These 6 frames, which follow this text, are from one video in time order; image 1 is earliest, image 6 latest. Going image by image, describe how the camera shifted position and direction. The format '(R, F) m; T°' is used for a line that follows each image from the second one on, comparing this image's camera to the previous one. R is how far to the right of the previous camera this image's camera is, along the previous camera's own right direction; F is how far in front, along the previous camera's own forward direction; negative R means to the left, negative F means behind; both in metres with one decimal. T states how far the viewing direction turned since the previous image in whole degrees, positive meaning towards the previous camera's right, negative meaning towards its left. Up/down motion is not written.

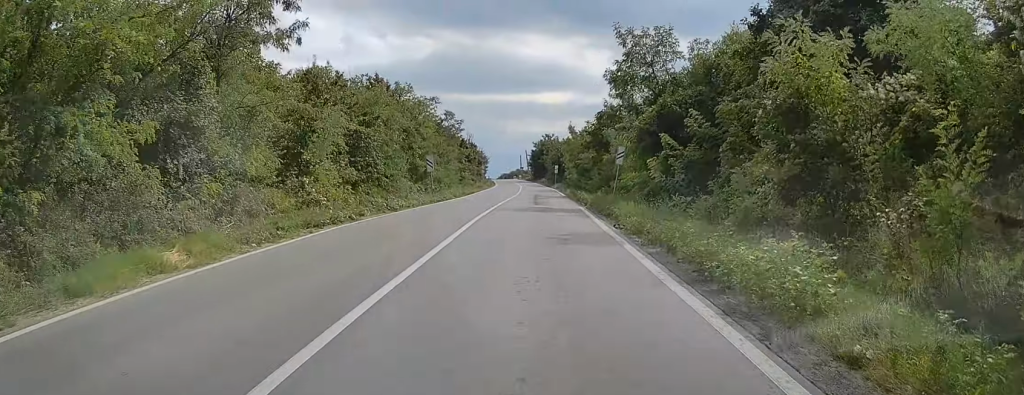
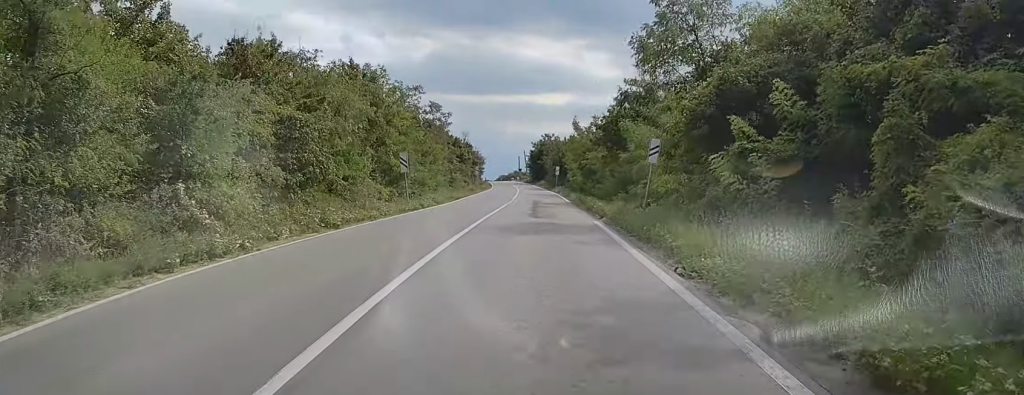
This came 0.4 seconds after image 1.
(0.0, +7.7) m; 0°
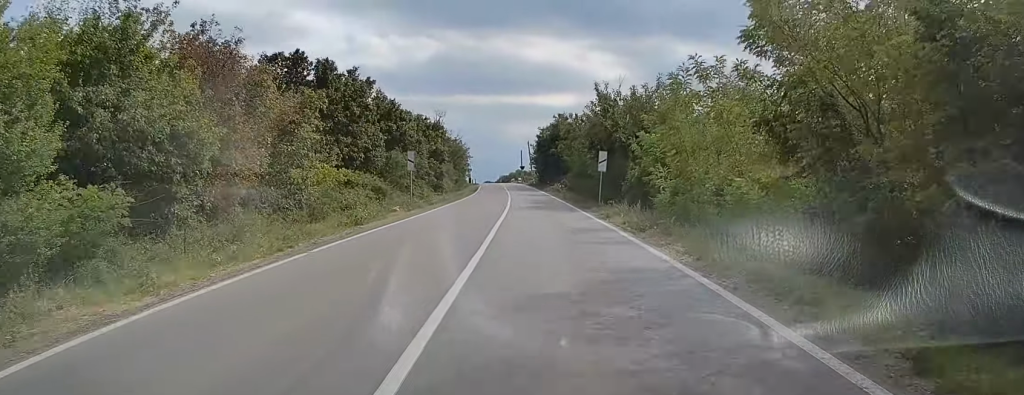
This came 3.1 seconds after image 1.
(-0.3, +46.2) m; -1°
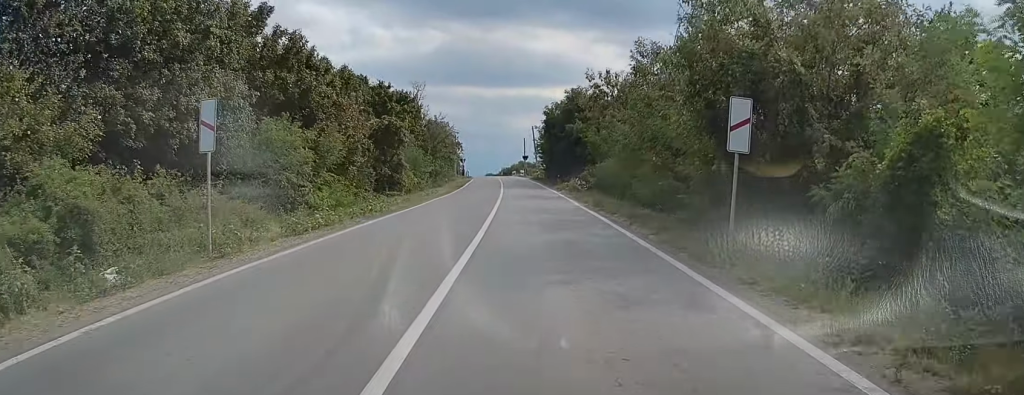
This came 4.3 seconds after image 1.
(0.0, +21.6) m; 0°
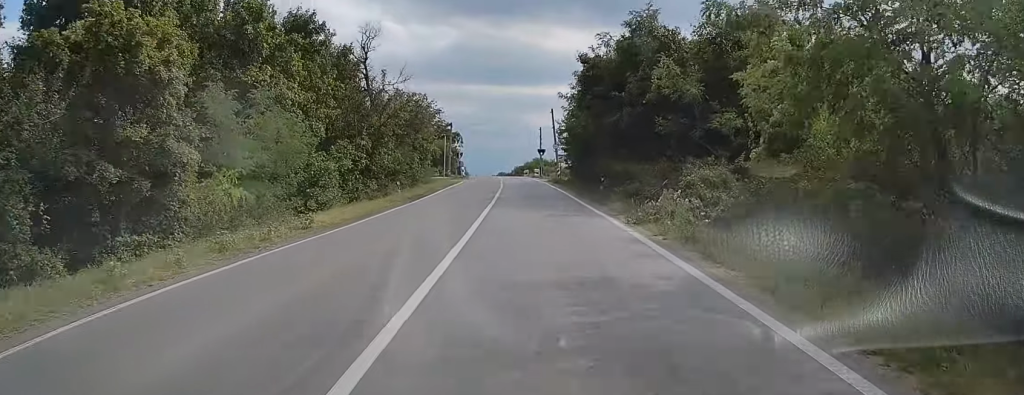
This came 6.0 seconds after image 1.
(-0.4, +28.0) m; -2°
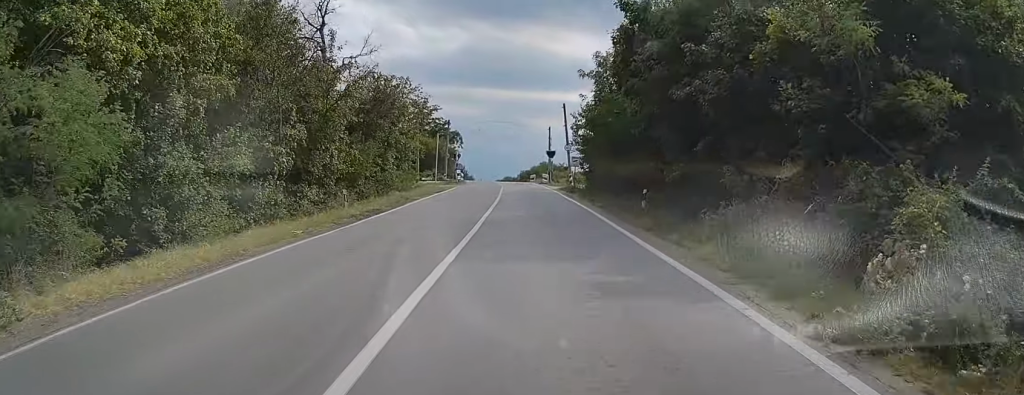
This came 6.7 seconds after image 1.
(-0.1, +11.3) m; -1°
